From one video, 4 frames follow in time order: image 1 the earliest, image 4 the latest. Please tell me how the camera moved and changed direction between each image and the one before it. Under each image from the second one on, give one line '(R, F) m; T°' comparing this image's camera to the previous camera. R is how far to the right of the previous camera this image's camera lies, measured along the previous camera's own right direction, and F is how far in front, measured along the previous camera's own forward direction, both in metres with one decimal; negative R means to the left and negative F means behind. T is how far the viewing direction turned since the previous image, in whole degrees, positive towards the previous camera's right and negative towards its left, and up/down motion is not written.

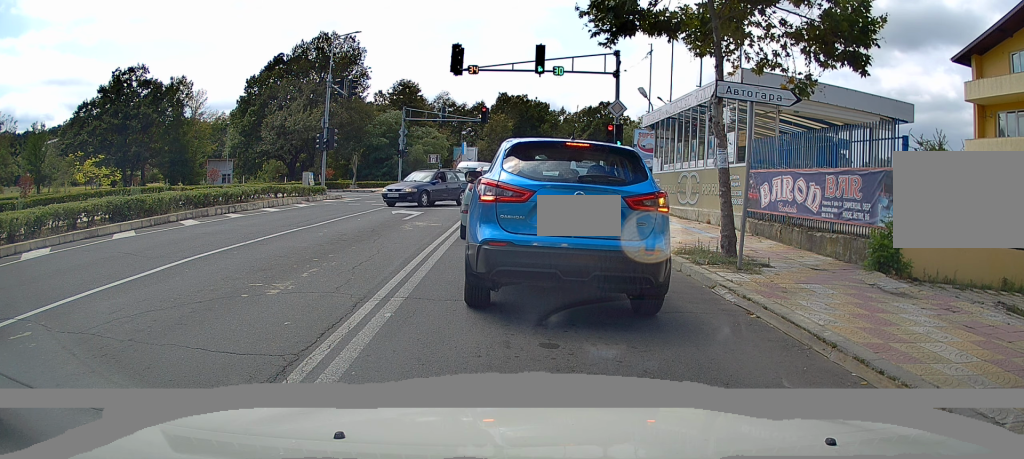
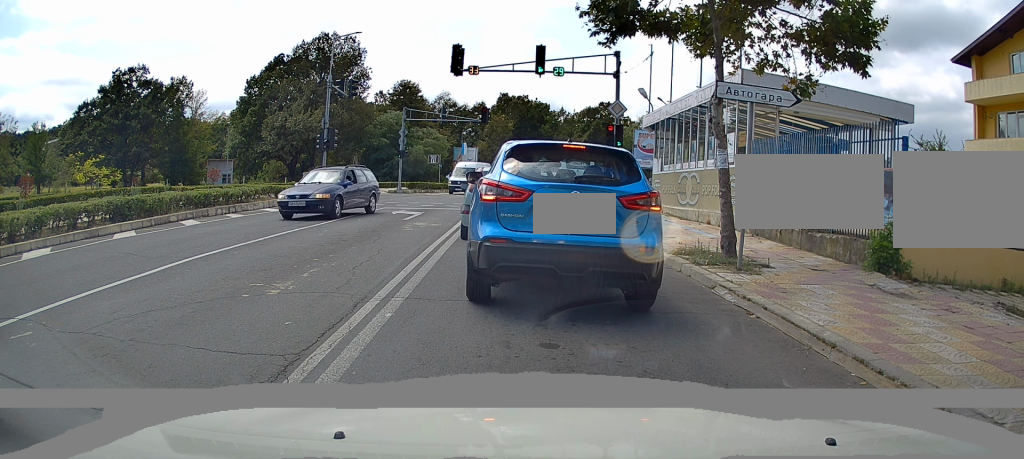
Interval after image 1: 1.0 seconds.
(0.0, 0.0) m; 0°
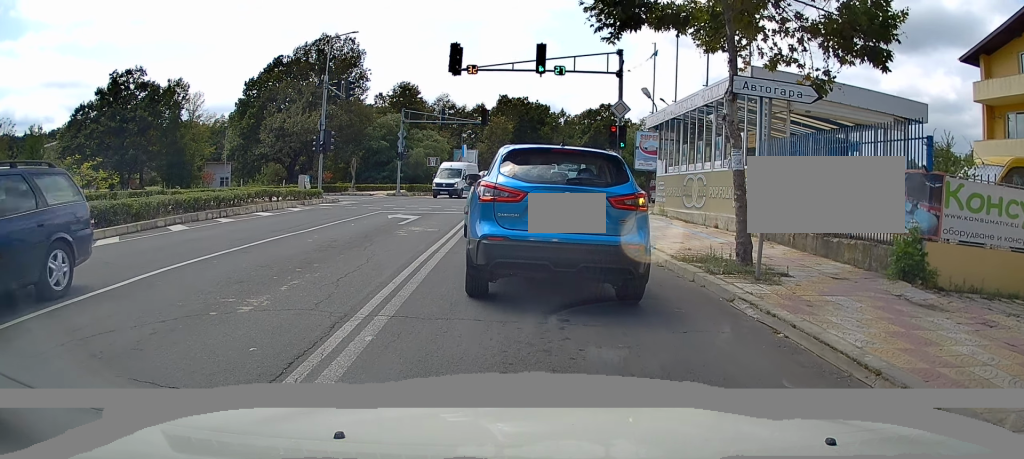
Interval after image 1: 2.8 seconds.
(0.0, +0.7) m; 0°
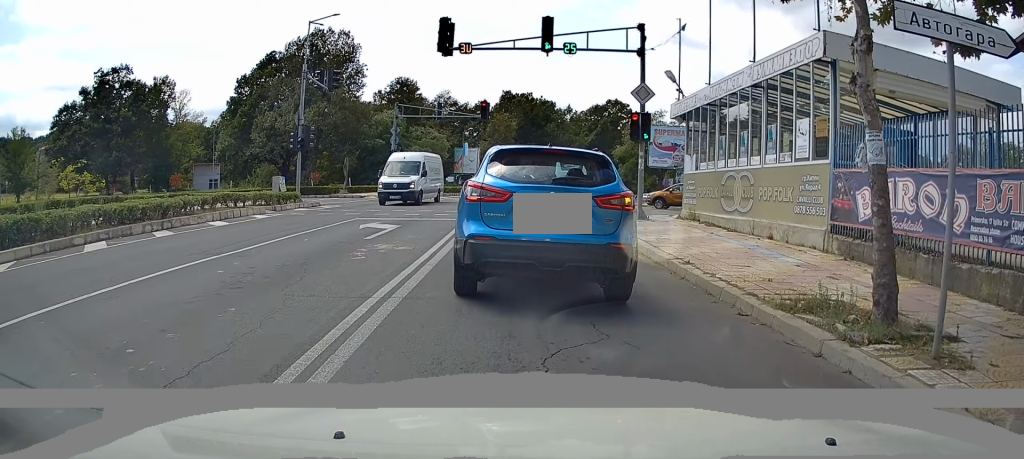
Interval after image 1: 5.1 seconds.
(+0.1, +3.4) m; +5°
